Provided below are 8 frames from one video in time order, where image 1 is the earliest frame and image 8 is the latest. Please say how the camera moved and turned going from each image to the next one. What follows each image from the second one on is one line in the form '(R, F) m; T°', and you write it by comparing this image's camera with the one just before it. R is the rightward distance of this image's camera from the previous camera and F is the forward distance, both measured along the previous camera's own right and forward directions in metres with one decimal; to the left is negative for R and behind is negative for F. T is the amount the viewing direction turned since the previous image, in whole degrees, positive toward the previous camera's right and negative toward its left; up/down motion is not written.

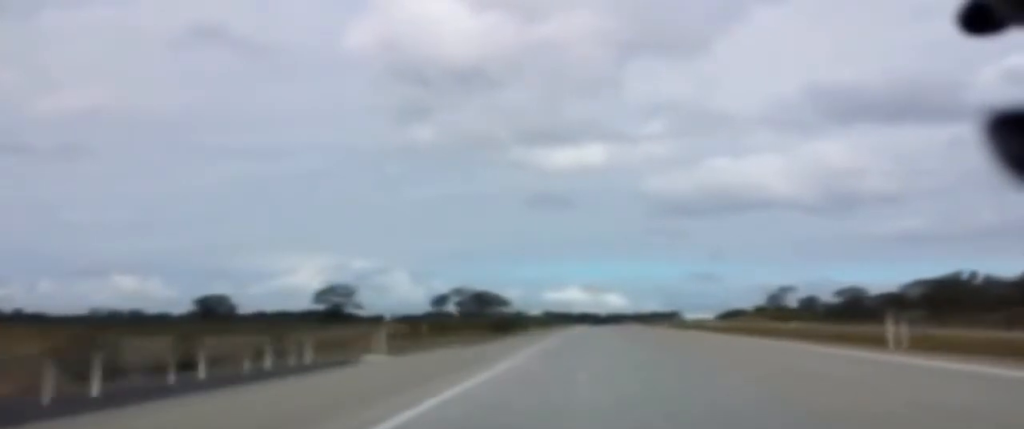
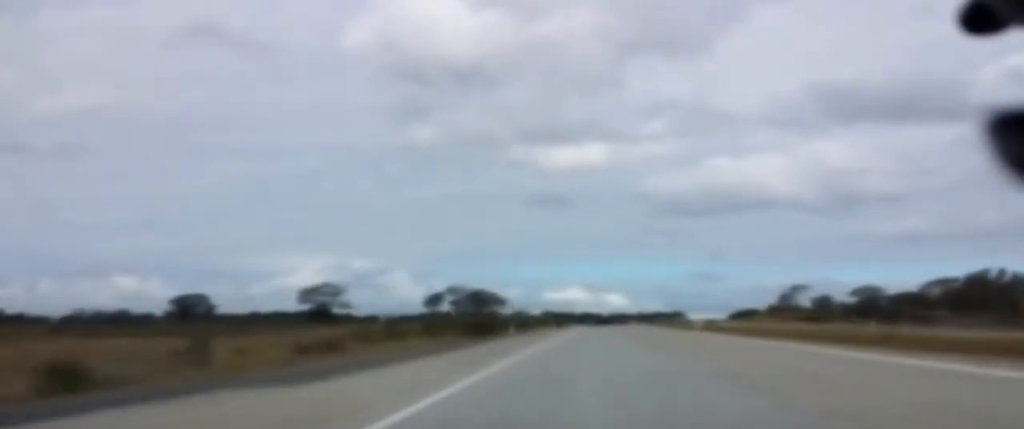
(0.0, +21.3) m; 0°
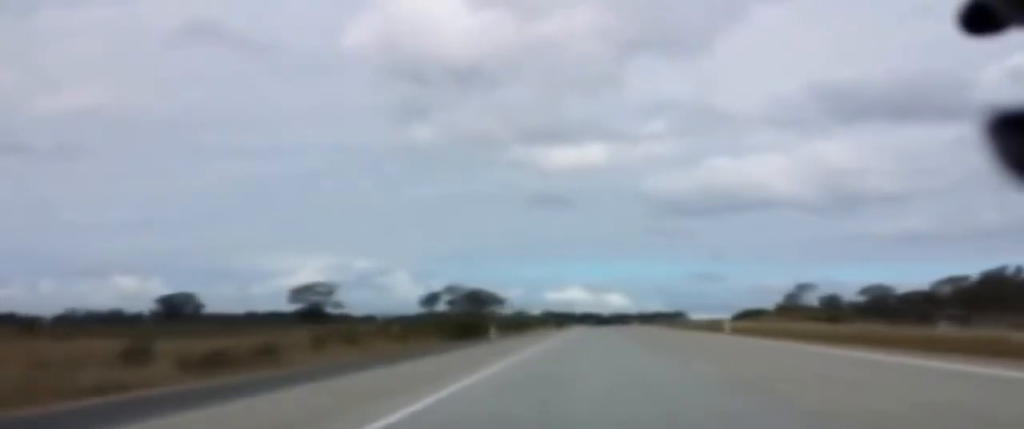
(0.0, +12.2) m; 0°
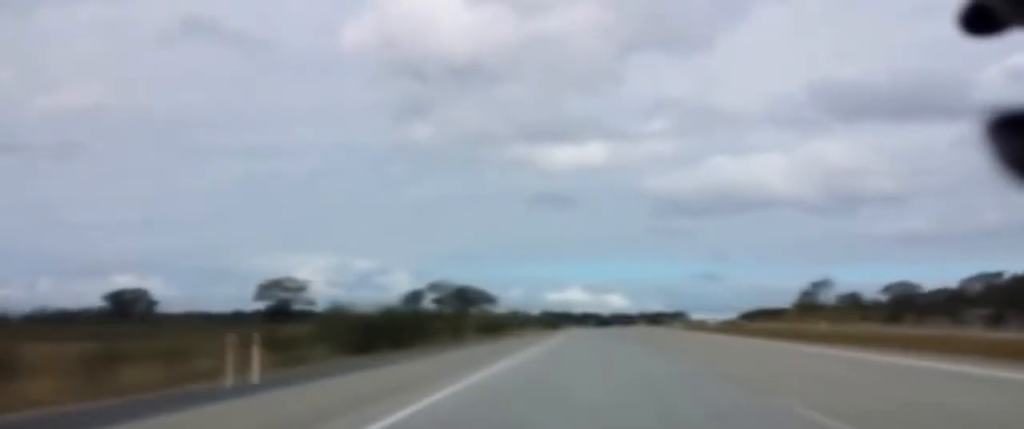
(-0.4, +34.4) m; 0°
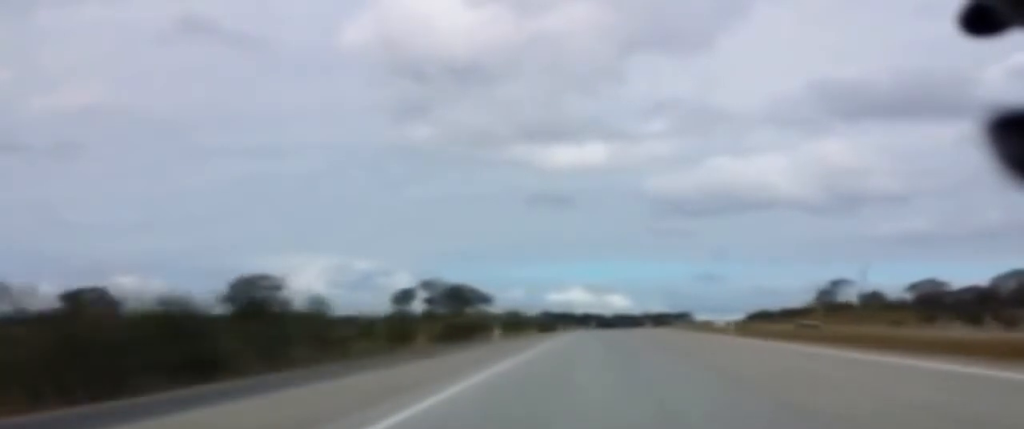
(+0.1, +26.3) m; 0°
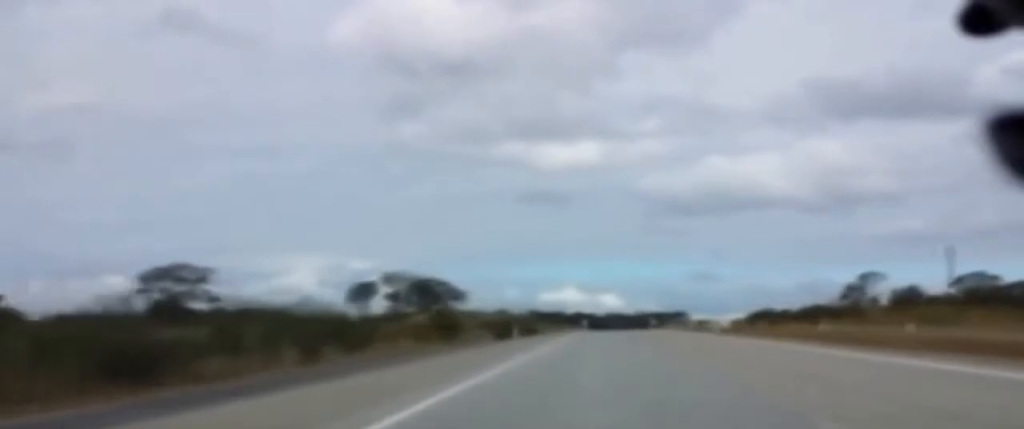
(+0.1, +51.5) m; 0°
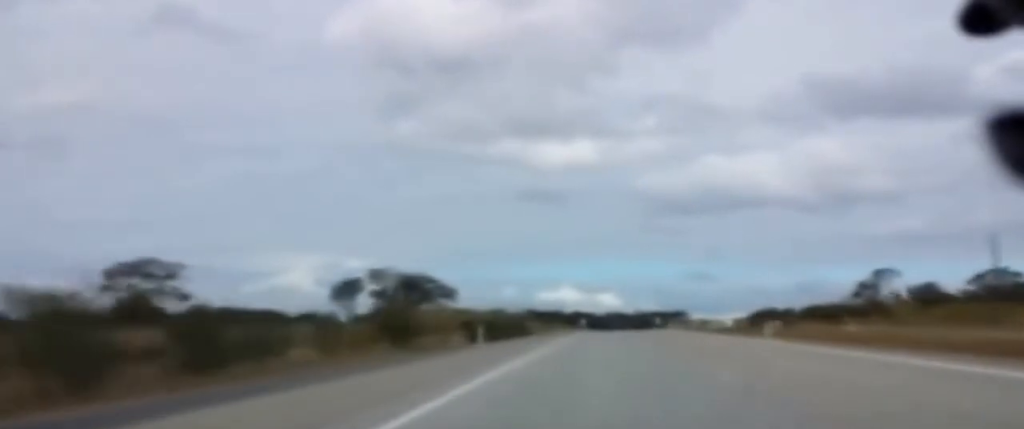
(0.0, +16.2) m; 0°
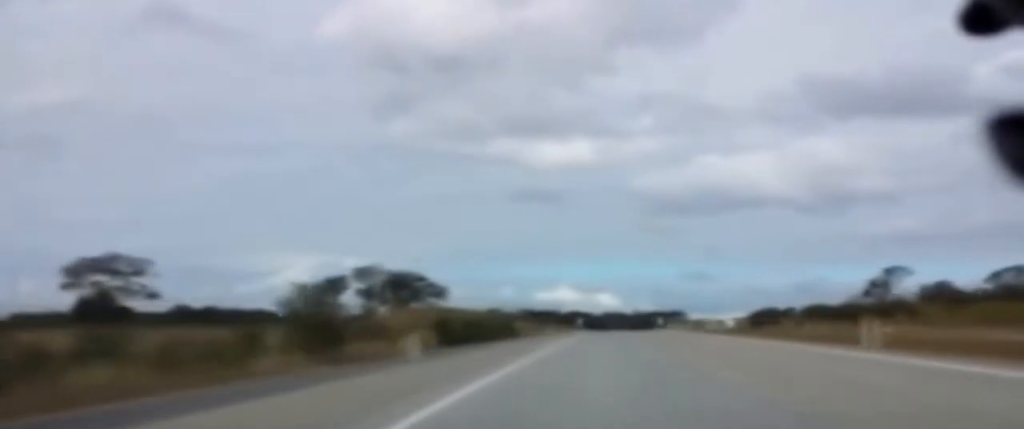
(0.0, +14.2) m; 0°
